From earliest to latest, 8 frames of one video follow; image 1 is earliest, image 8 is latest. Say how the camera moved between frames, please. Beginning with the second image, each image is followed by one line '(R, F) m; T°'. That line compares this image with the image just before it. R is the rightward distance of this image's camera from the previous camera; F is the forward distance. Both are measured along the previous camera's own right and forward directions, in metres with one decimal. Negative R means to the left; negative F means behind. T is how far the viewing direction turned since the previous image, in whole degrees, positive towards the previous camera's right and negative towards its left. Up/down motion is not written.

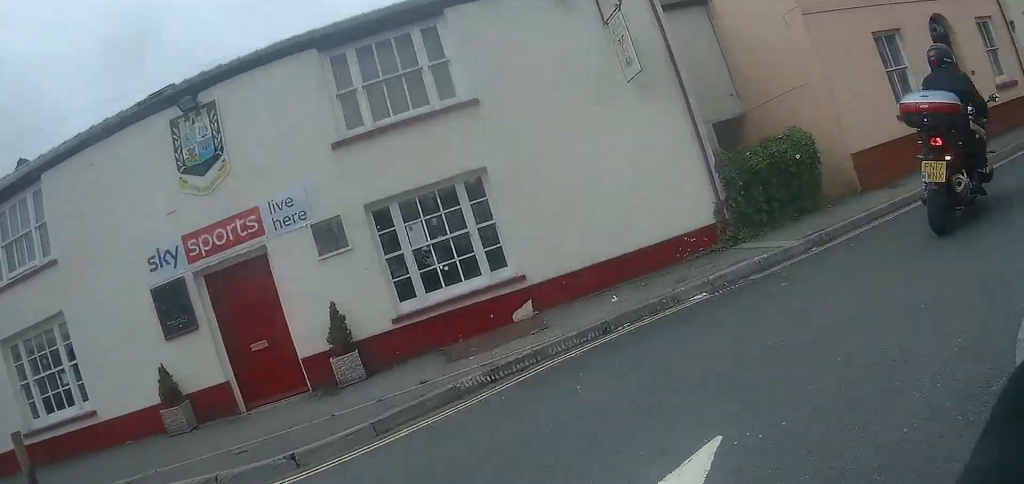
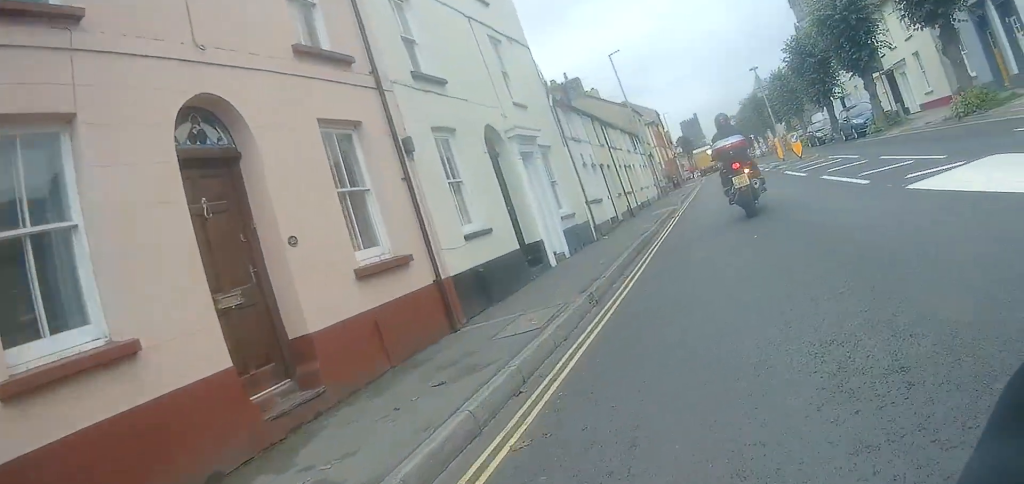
(+4.3, +7.4) m; +57°
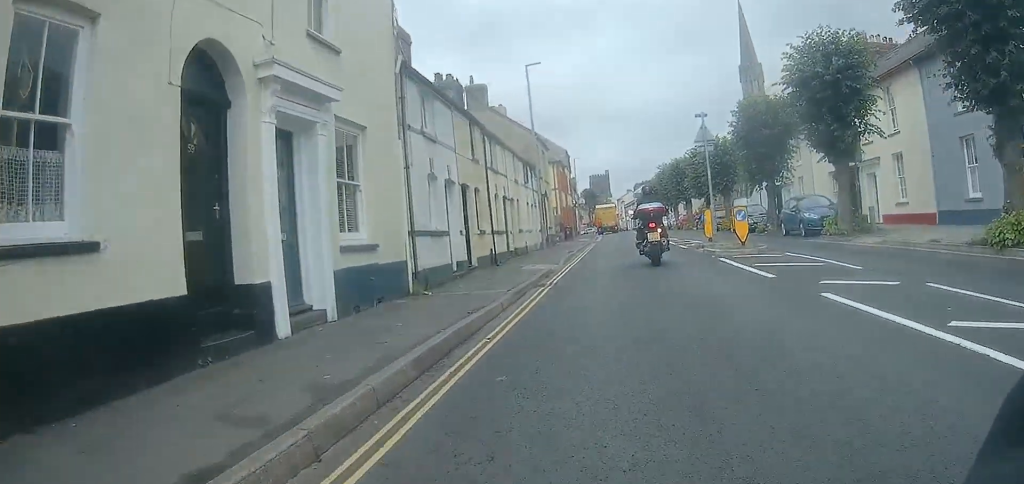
(+0.9, +5.9) m; +11°
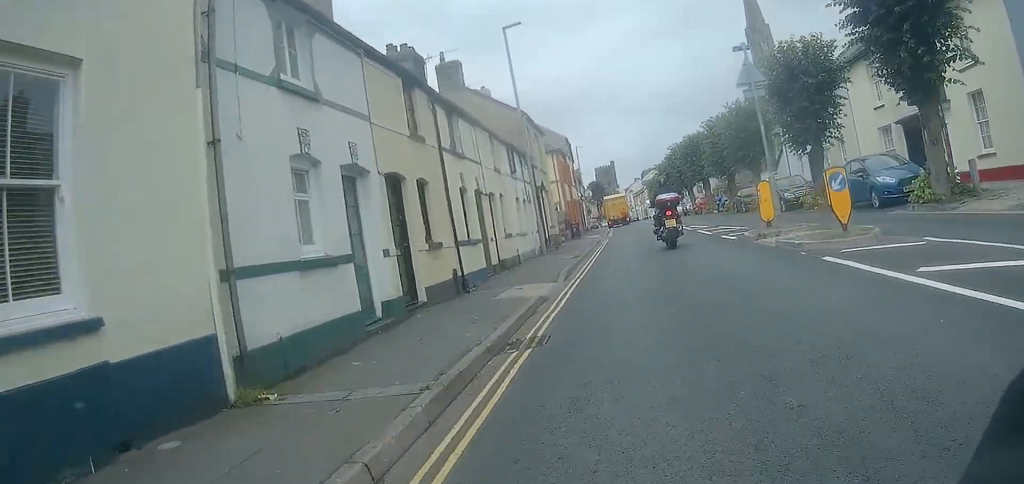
(+0.1, +5.6) m; +3°
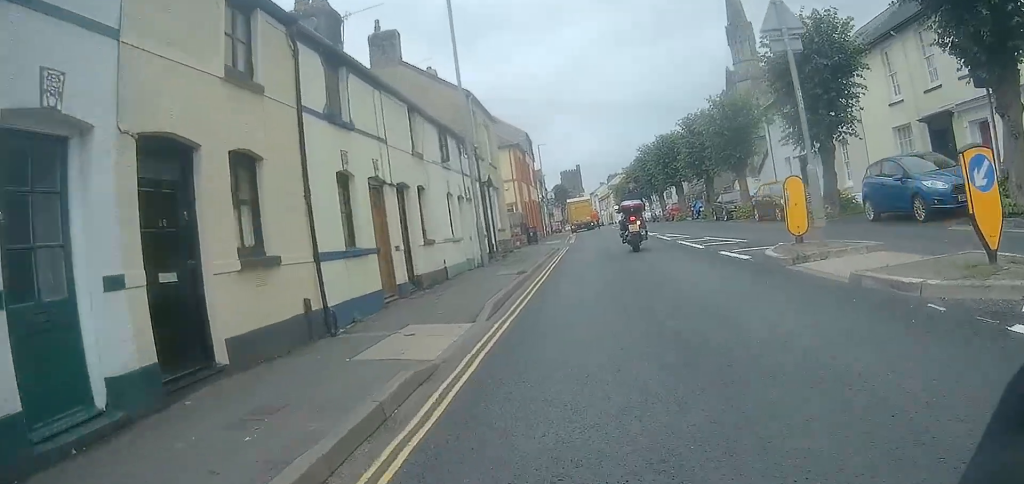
(+0.1, +4.6) m; +2°
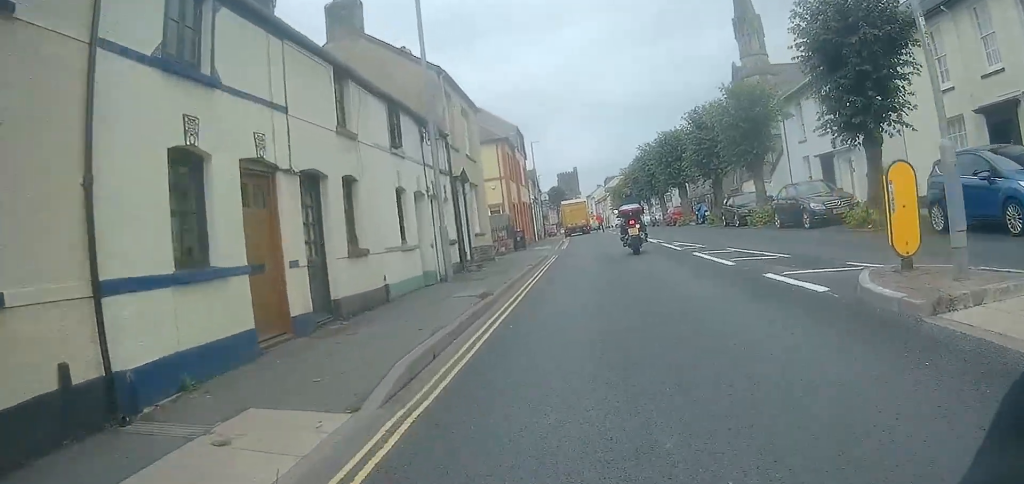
(+0.1, +3.7) m; +1°
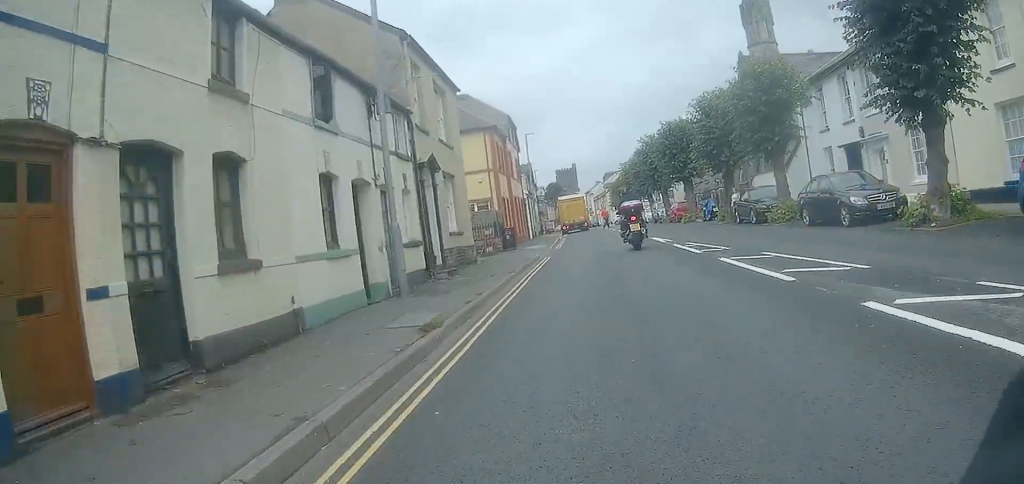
(0.0, +3.3) m; +1°
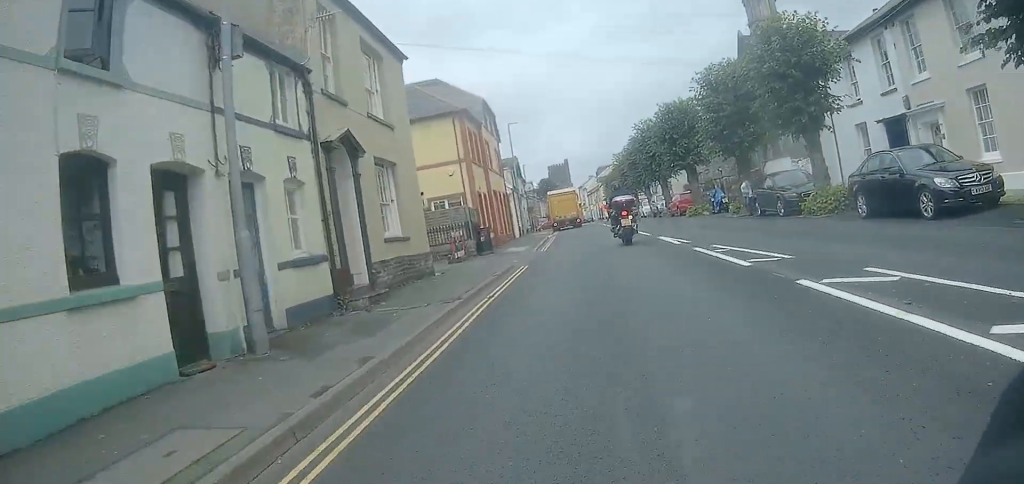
(+0.1, +4.8) m; +1°
